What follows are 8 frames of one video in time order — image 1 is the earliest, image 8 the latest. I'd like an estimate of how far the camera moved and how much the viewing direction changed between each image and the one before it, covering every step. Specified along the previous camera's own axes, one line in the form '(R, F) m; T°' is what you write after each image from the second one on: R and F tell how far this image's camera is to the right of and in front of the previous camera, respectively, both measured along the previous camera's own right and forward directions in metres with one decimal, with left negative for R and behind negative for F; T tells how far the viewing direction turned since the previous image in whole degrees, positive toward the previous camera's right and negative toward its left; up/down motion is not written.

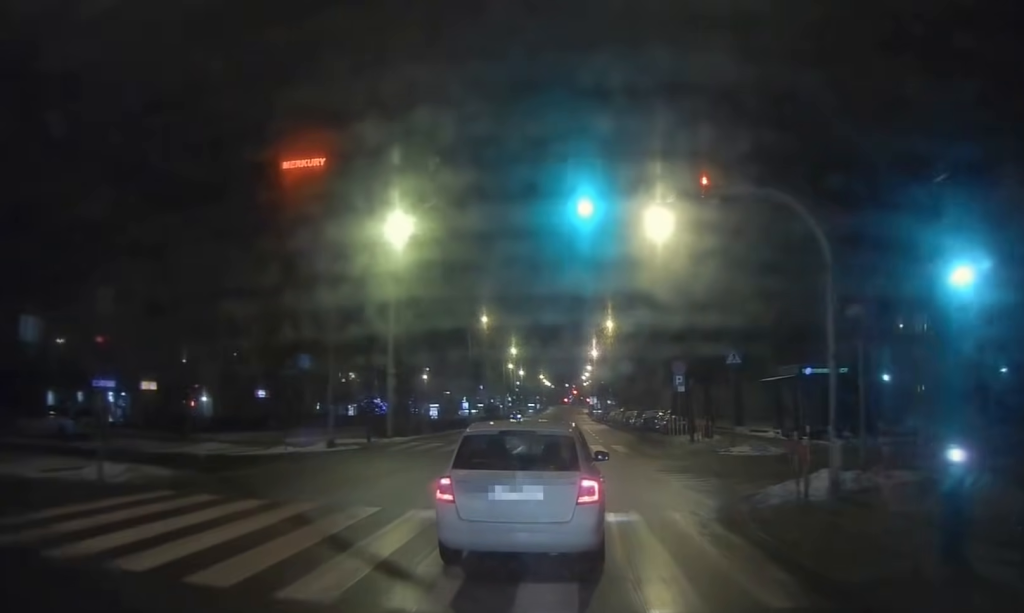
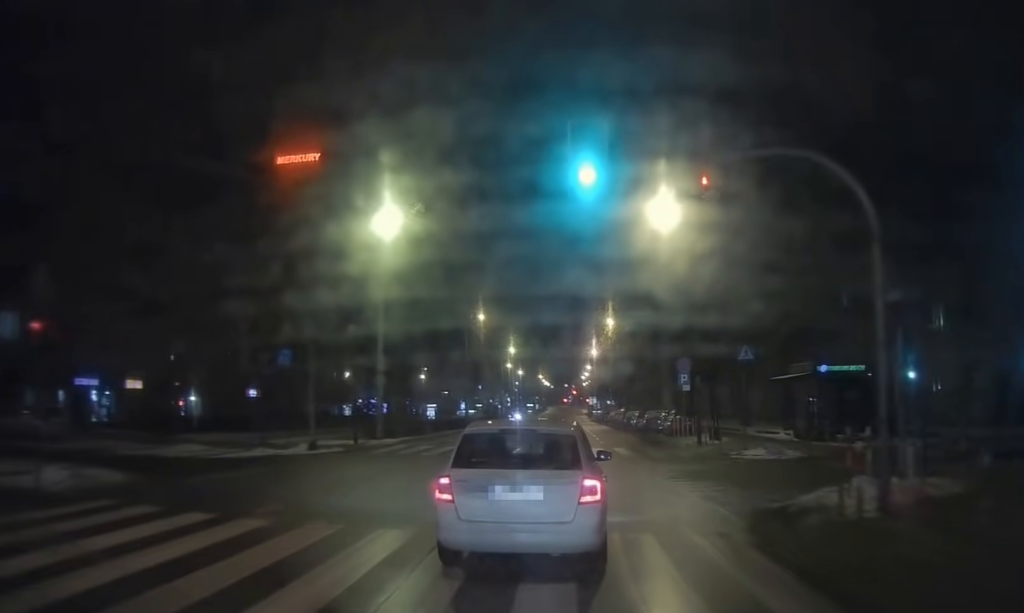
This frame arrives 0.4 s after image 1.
(0.0, +2.0) m; 0°
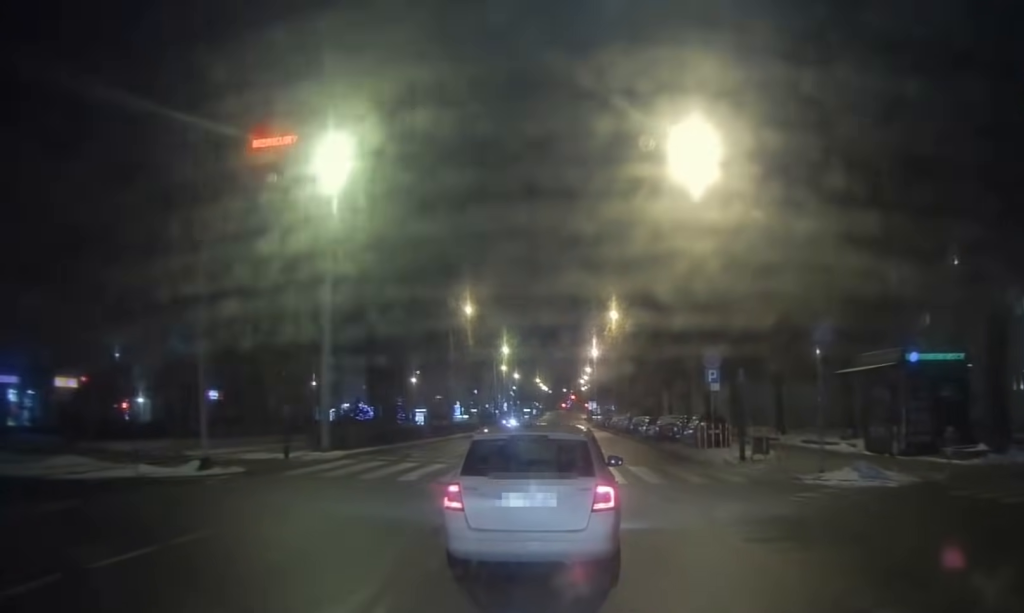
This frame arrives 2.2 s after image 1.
(-0.1, +8.7) m; 0°
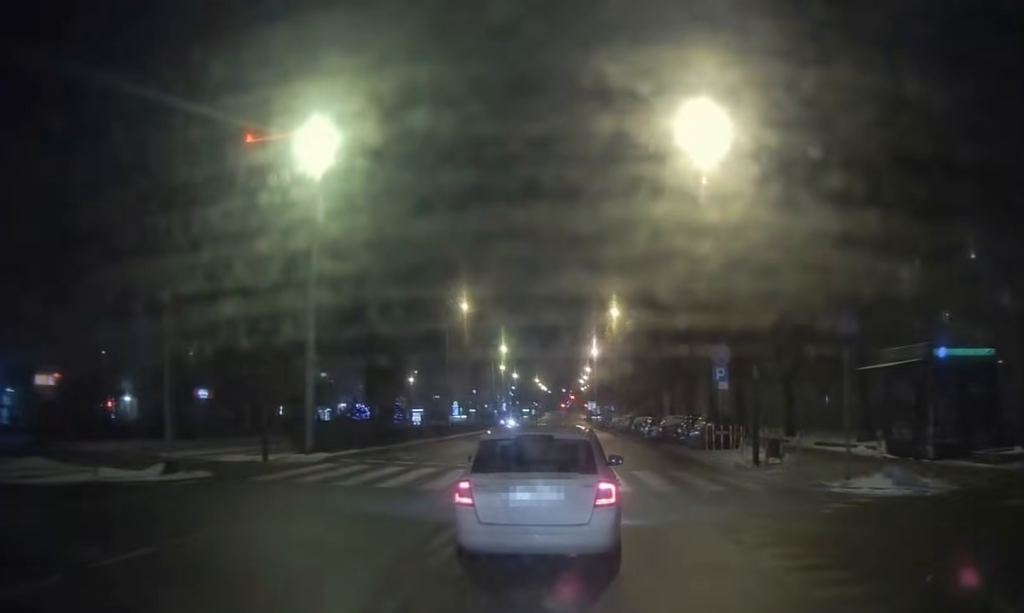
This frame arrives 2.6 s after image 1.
(0.0, +2.1) m; 0°
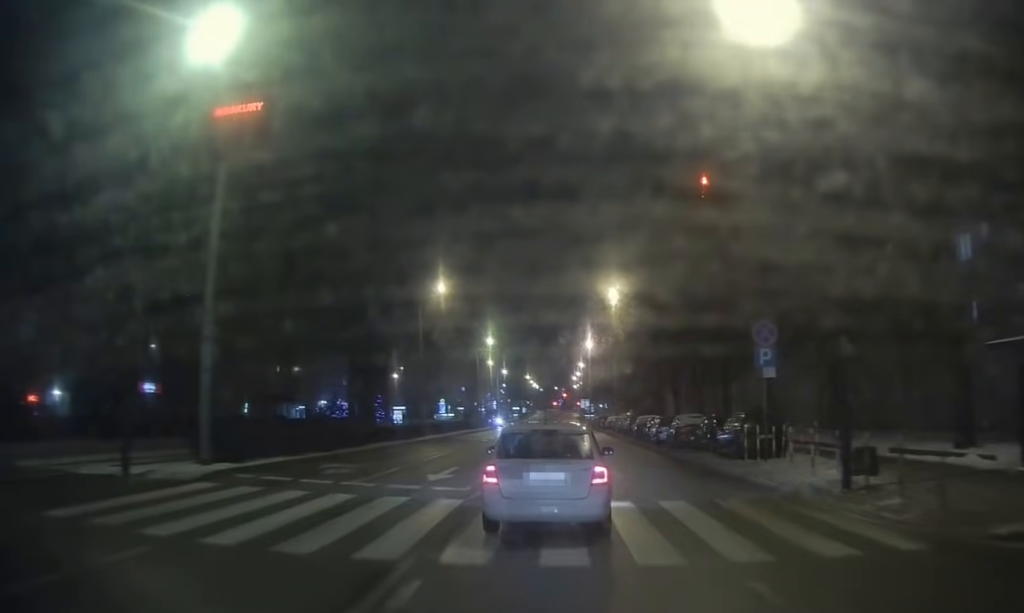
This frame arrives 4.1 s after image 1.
(-0.1, +9.5) m; -2°
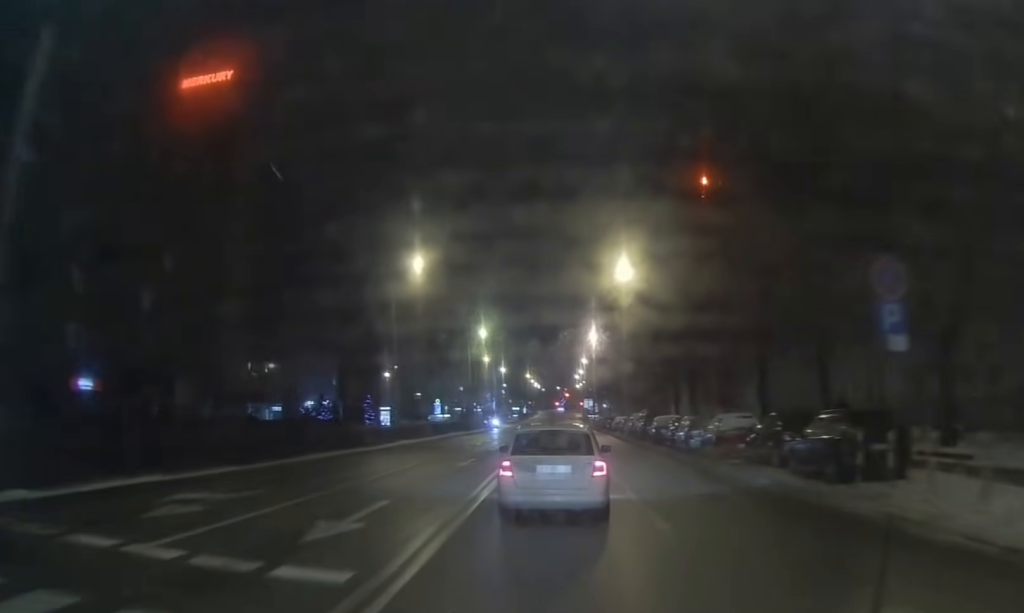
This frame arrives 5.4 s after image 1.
(-0.2, +10.1) m; -1°
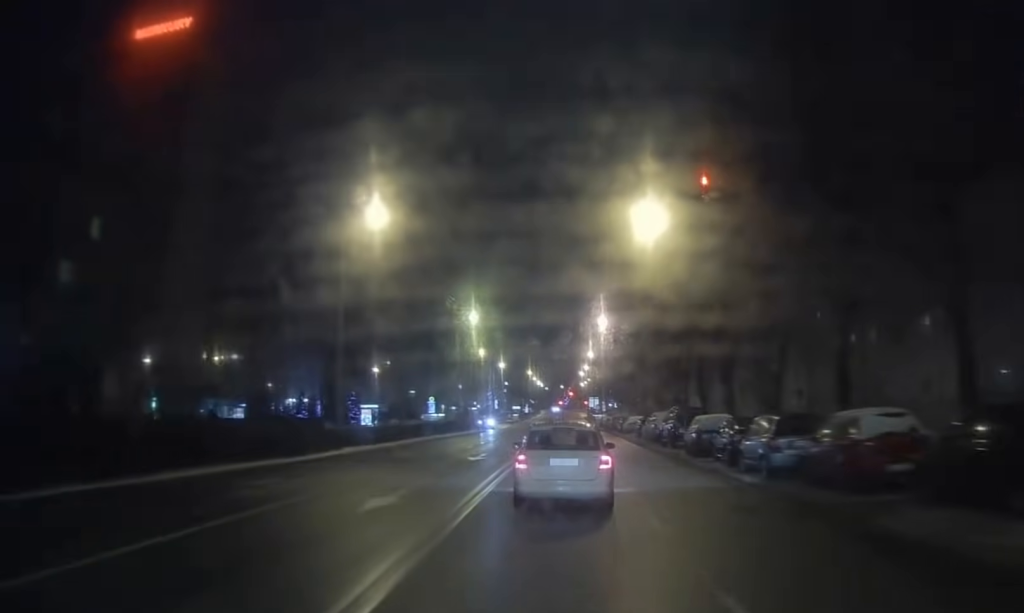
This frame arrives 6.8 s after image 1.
(+0.1, +12.7) m; +1°
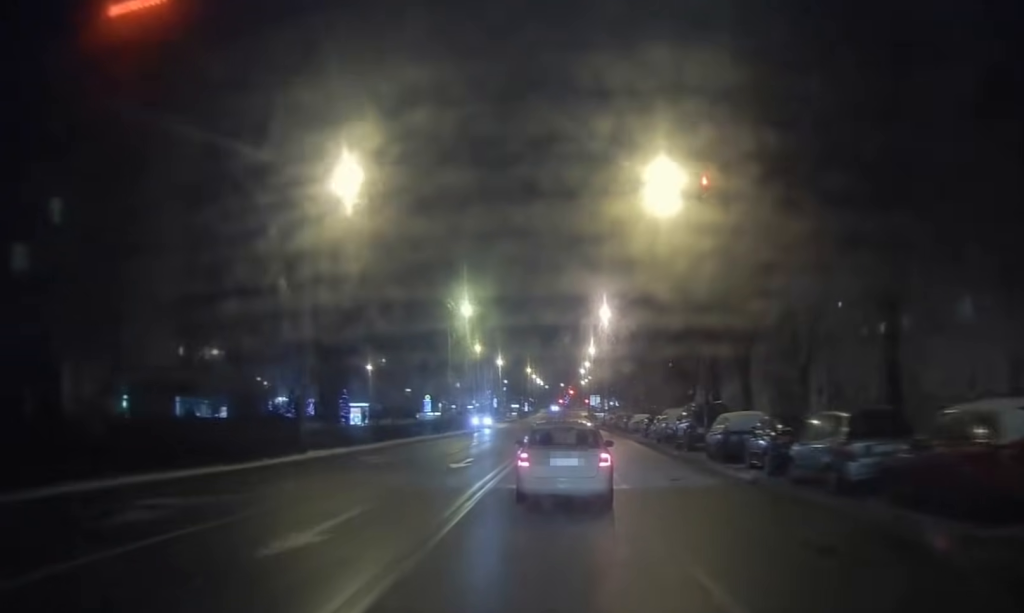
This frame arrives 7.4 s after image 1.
(0.0, +5.0) m; 0°
